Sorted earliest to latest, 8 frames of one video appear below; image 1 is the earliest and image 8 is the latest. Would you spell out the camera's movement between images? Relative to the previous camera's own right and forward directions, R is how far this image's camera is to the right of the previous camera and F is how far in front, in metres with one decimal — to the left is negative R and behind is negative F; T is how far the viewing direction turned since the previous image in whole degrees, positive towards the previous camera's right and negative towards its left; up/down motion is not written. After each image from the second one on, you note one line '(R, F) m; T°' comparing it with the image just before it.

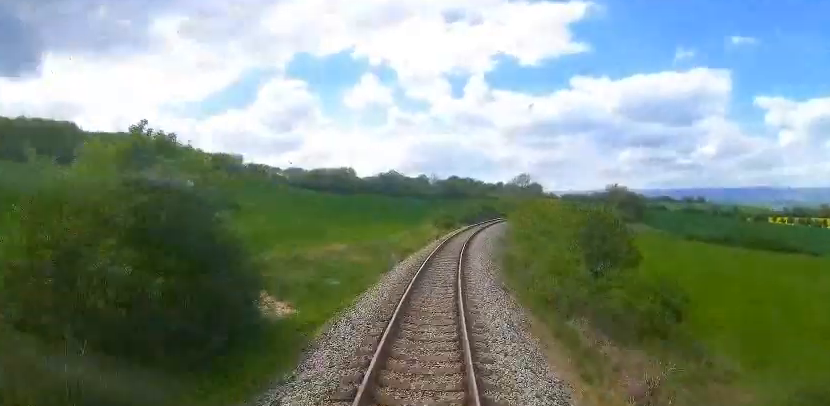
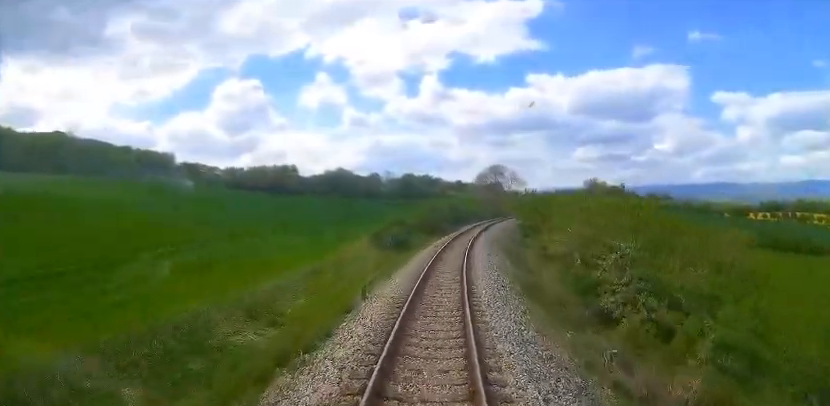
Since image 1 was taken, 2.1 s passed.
(+2.8, +26.3) m; +7°
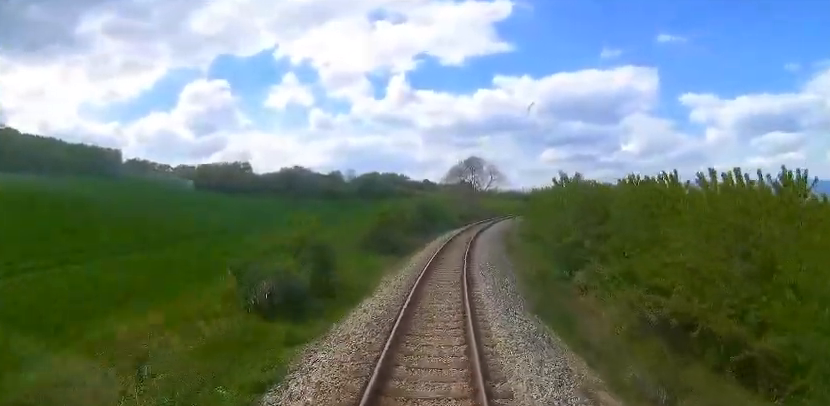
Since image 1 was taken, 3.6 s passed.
(+0.1, +18.1) m; +3°
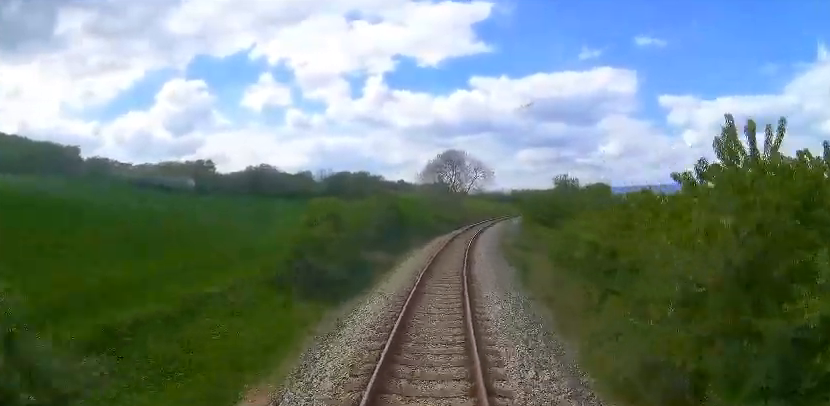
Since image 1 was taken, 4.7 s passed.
(+0.5, +13.1) m; +3°
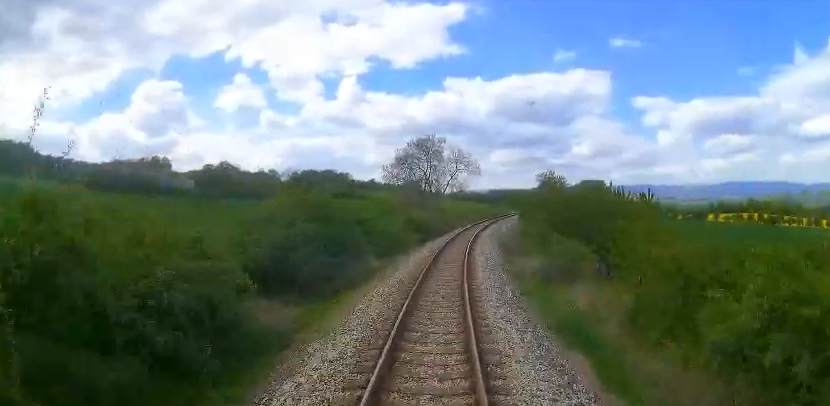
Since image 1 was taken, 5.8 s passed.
(+0.3, +14.5) m; +4°
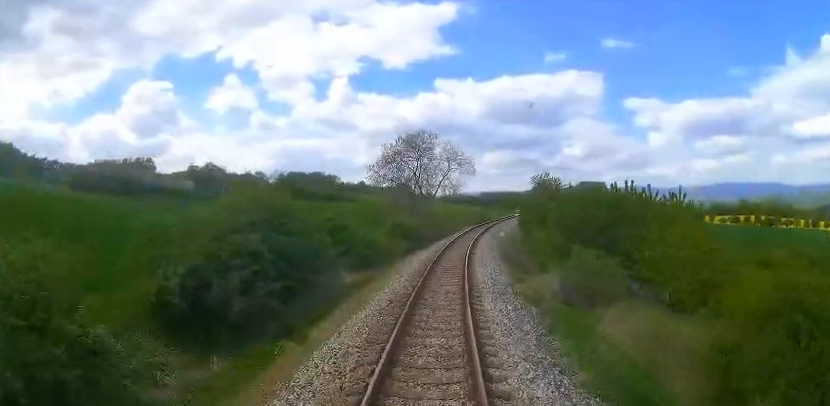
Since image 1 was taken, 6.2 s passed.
(0.0, +5.0) m; +2°
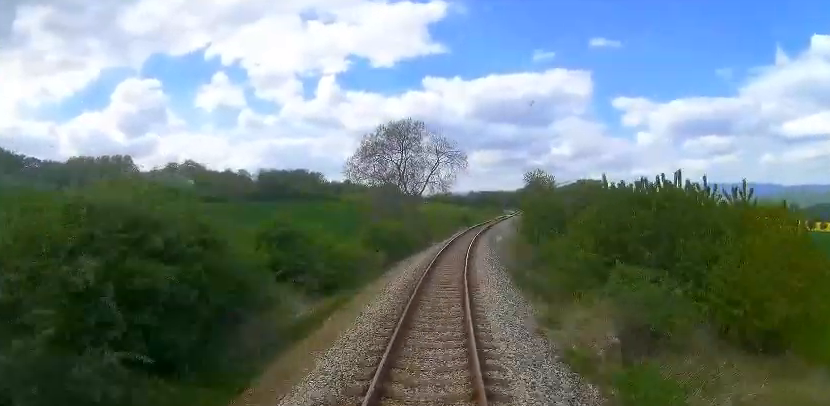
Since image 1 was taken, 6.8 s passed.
(+0.2, +6.6) m; +2°
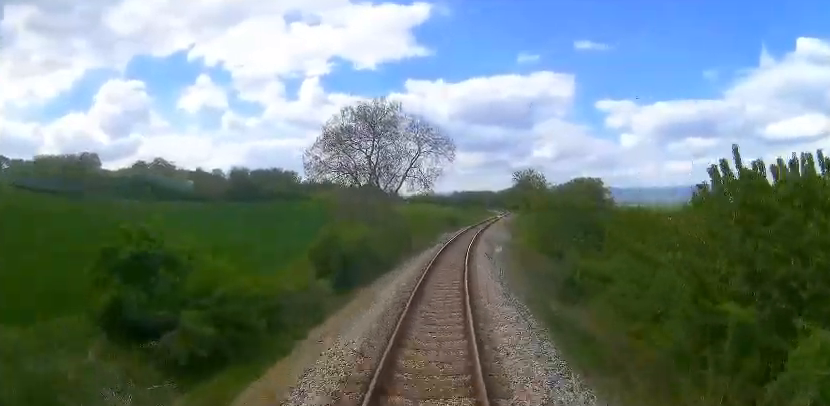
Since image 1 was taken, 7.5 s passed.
(+0.4, +9.5) m; +2°
